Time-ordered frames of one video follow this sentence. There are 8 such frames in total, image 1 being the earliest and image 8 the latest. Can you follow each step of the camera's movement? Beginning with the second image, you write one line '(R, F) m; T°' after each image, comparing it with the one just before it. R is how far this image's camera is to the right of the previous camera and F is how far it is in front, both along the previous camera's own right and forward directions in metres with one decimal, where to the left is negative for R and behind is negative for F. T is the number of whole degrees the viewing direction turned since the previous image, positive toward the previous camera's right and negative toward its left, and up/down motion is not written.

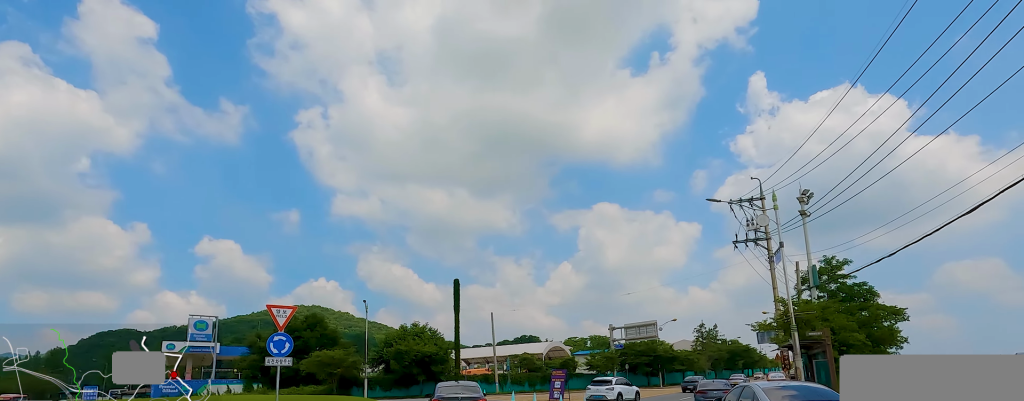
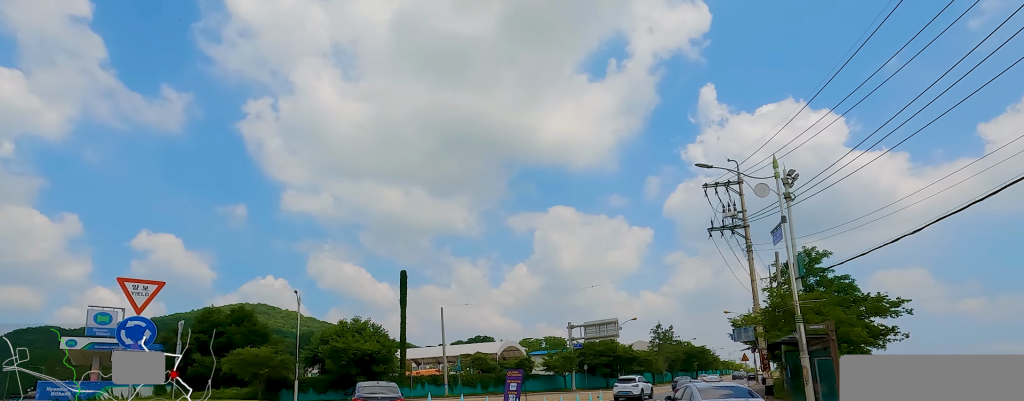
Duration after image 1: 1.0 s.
(-0.8, +5.8) m; +1°
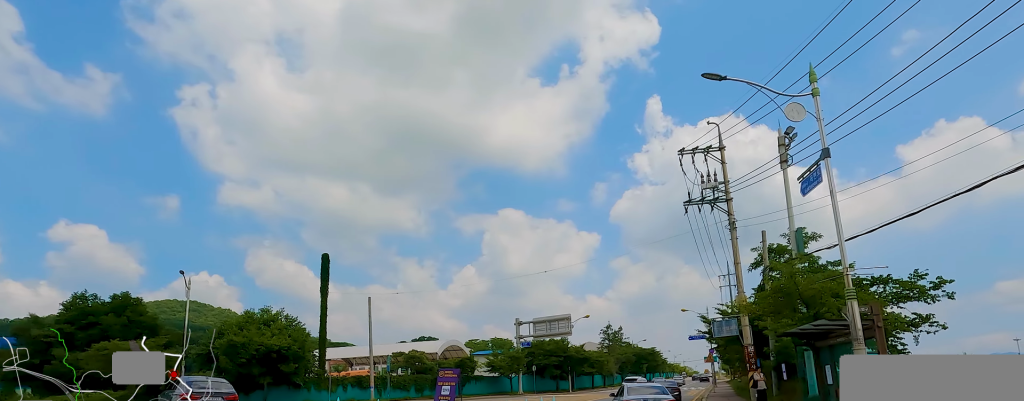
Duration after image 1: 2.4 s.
(+1.4, +8.5) m; +14°
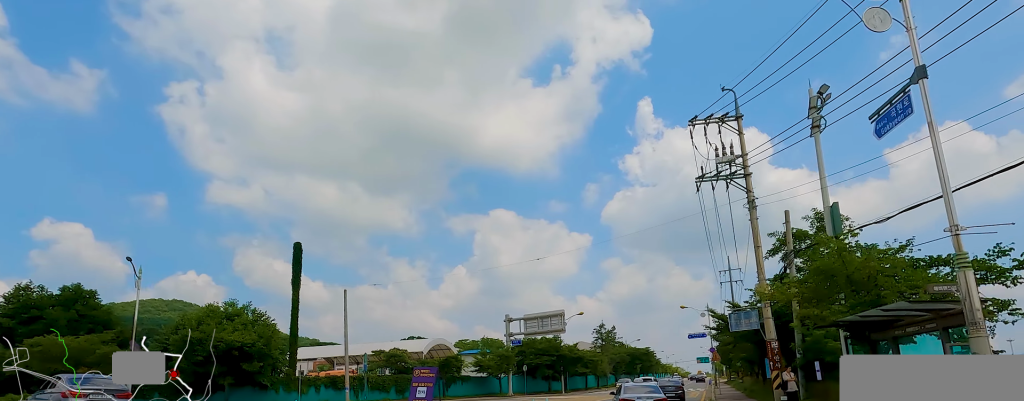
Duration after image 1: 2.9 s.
(0.0, +4.1) m; +4°
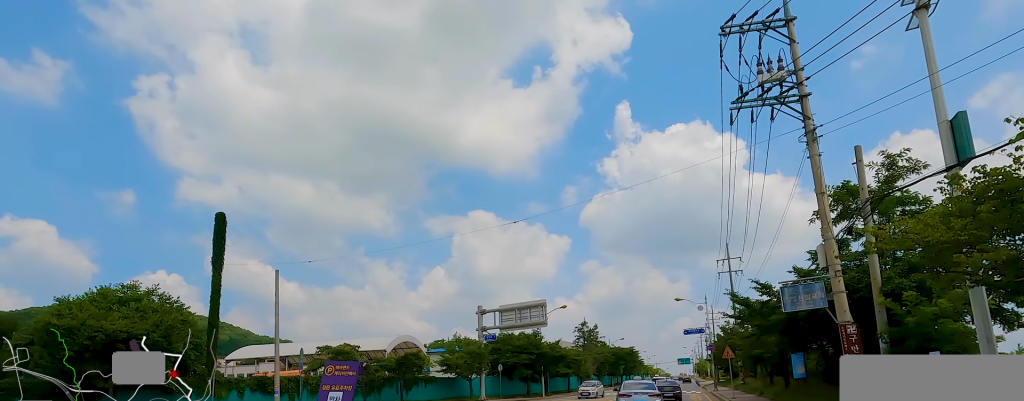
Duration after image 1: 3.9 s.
(+0.7, +7.8) m; 0°
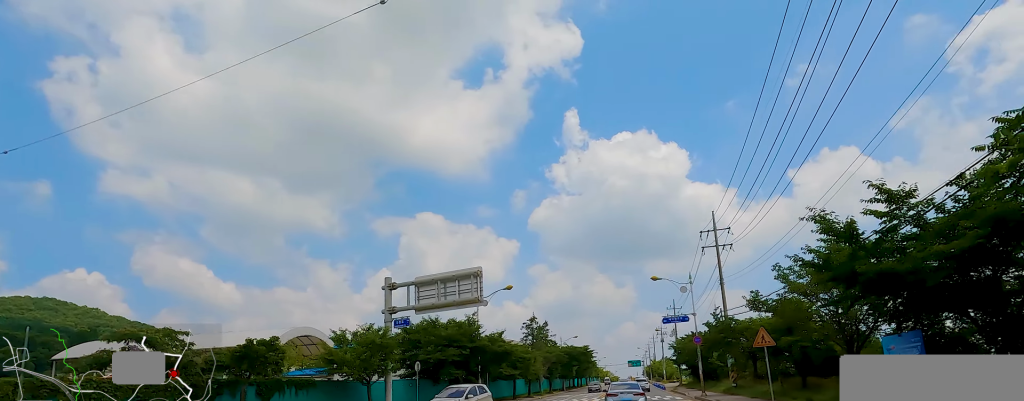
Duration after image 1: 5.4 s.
(-0.6, +13.8) m; +2°
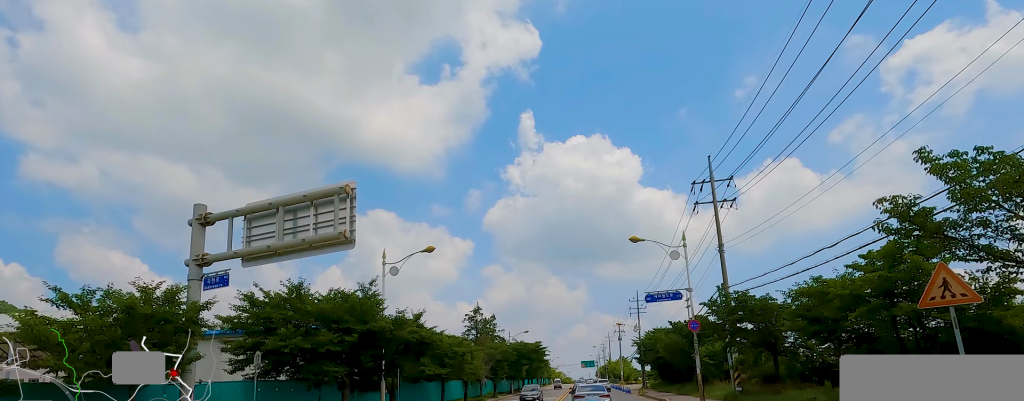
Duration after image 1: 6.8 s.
(+1.2, +13.2) m; +9°
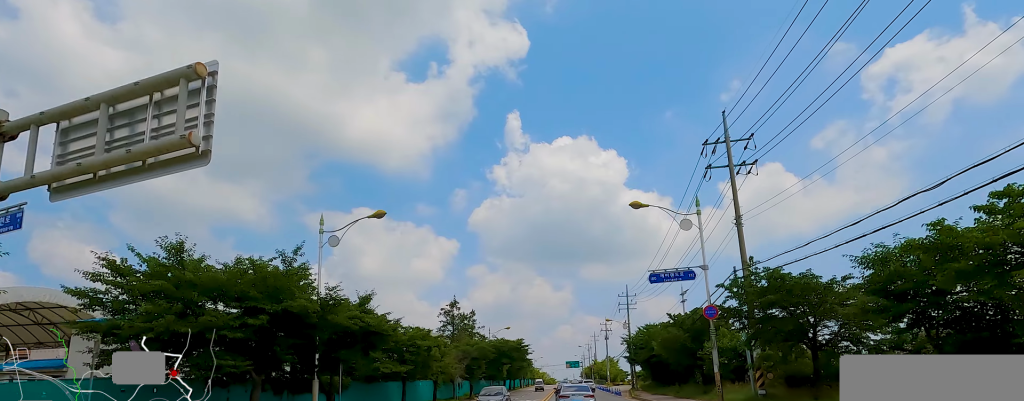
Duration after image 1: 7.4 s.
(+0.1, +6.1) m; +2°
